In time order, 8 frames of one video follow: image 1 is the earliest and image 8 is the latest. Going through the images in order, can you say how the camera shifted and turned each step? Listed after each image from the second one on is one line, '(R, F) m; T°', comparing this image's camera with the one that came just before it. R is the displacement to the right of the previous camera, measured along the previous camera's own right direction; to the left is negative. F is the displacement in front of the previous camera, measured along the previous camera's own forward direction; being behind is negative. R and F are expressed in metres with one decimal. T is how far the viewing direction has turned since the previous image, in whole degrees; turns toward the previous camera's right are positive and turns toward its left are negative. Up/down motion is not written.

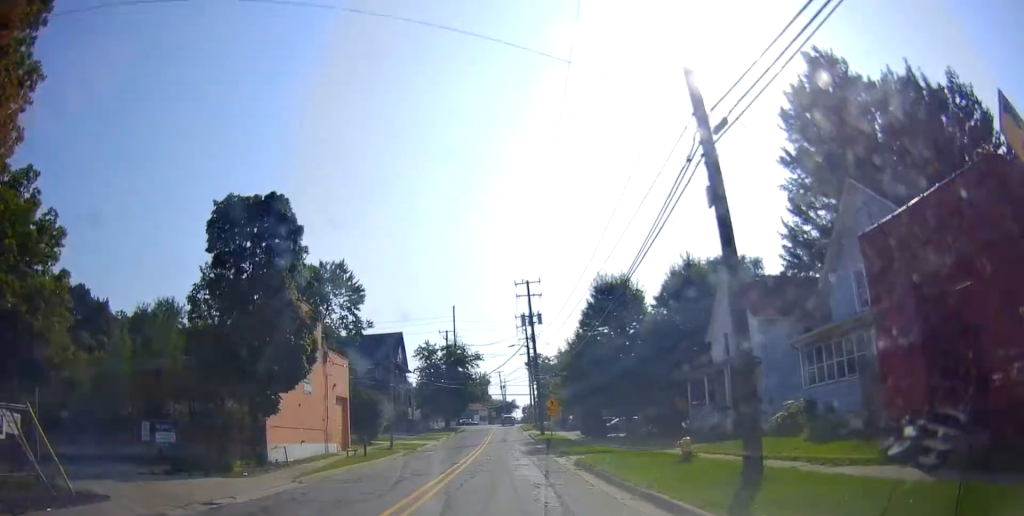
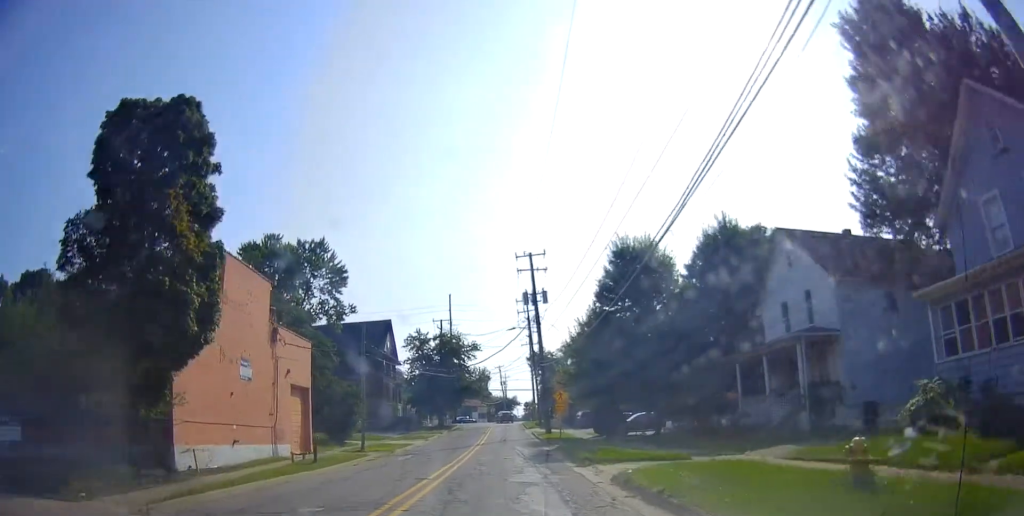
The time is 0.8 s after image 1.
(0.0, +8.3) m; 0°
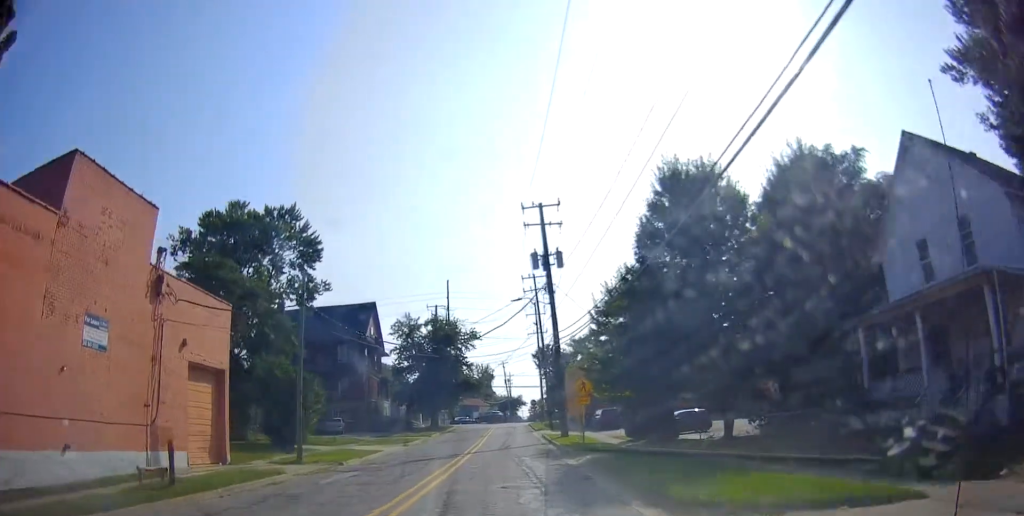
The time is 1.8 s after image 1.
(0.0, +11.1) m; 0°
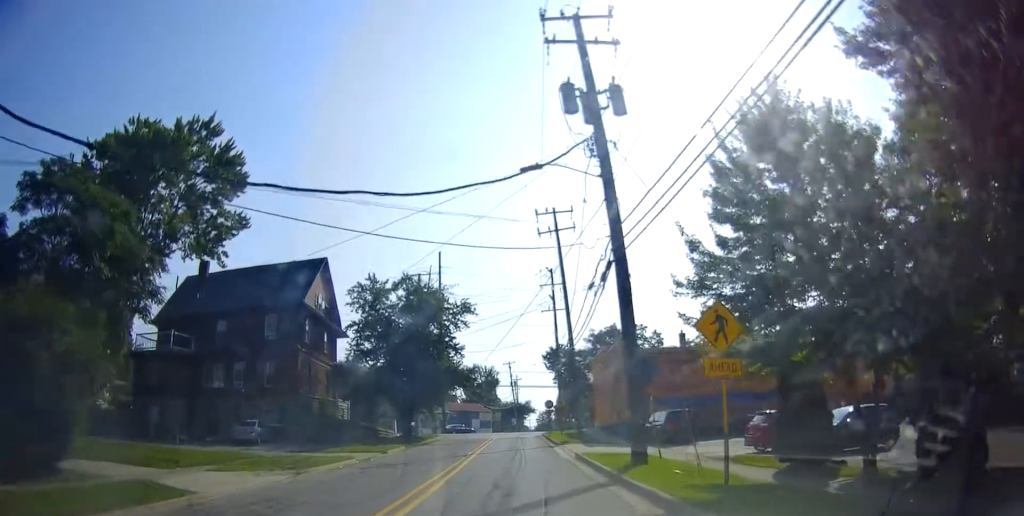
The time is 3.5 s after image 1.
(0.0, +19.6) m; 0°
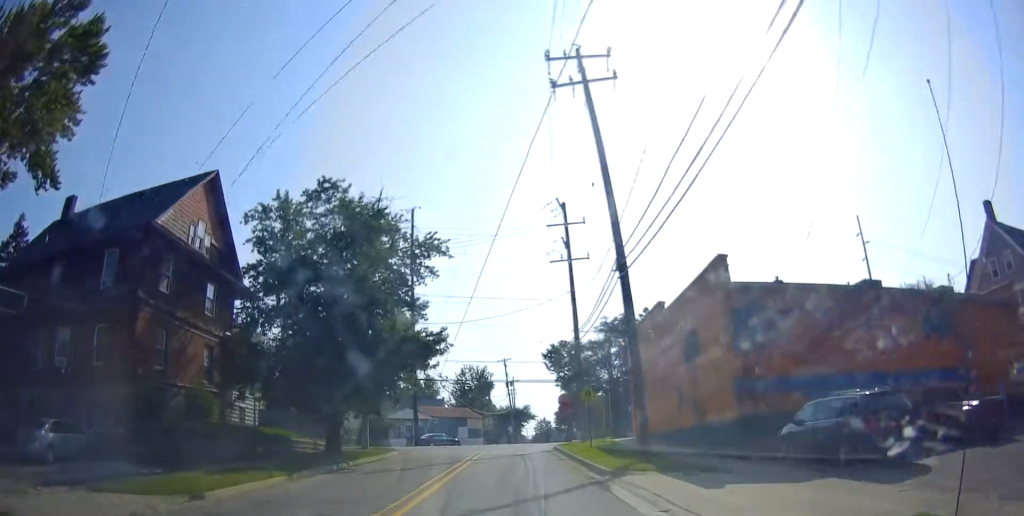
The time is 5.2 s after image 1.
(-0.7, +18.1) m; -3°
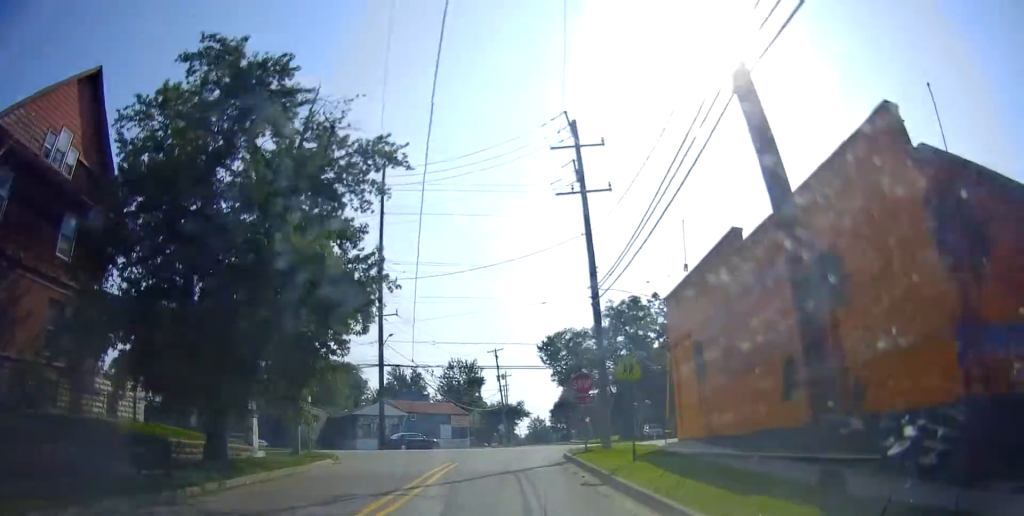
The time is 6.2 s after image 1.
(+0.1, +10.7) m; 0°
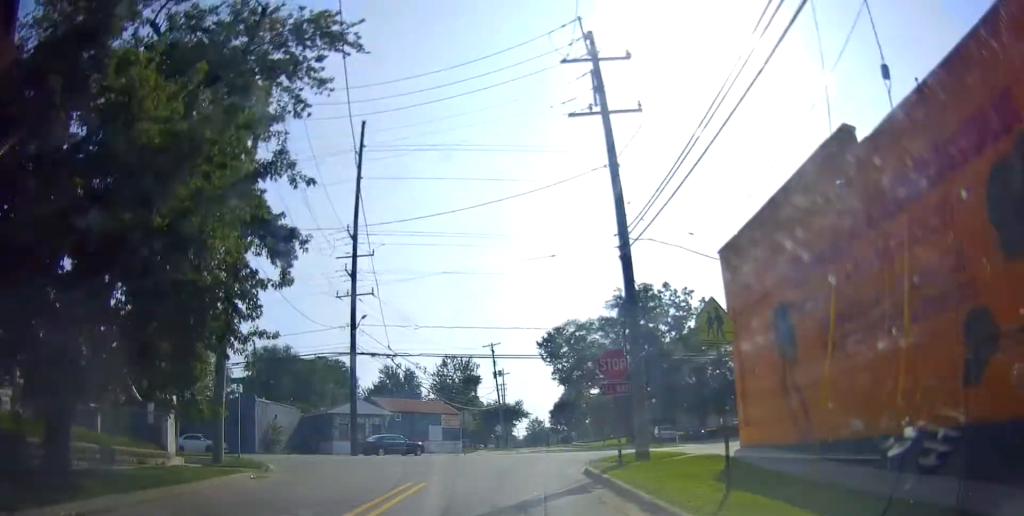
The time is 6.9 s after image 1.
(0.0, +7.0) m; 0°
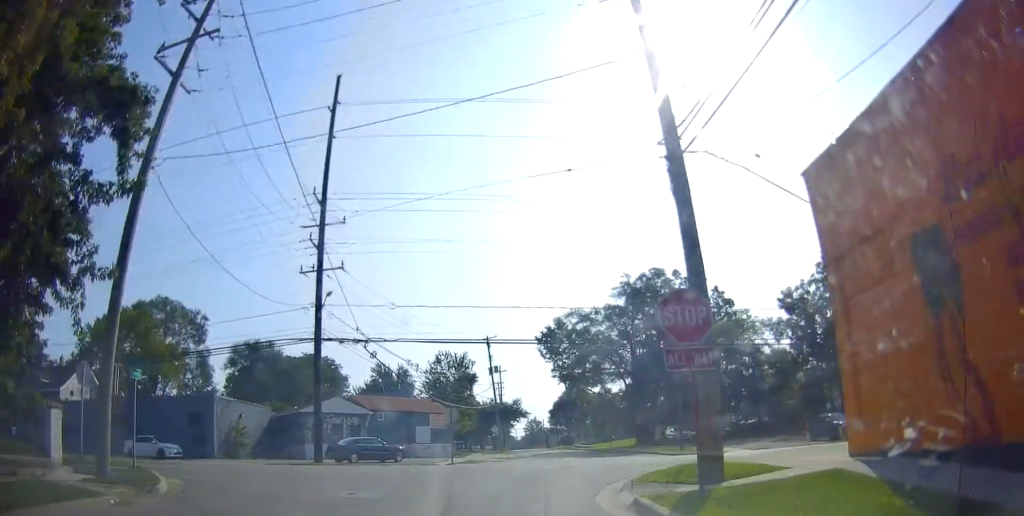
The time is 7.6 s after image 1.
(-0.3, +6.7) m; 0°
